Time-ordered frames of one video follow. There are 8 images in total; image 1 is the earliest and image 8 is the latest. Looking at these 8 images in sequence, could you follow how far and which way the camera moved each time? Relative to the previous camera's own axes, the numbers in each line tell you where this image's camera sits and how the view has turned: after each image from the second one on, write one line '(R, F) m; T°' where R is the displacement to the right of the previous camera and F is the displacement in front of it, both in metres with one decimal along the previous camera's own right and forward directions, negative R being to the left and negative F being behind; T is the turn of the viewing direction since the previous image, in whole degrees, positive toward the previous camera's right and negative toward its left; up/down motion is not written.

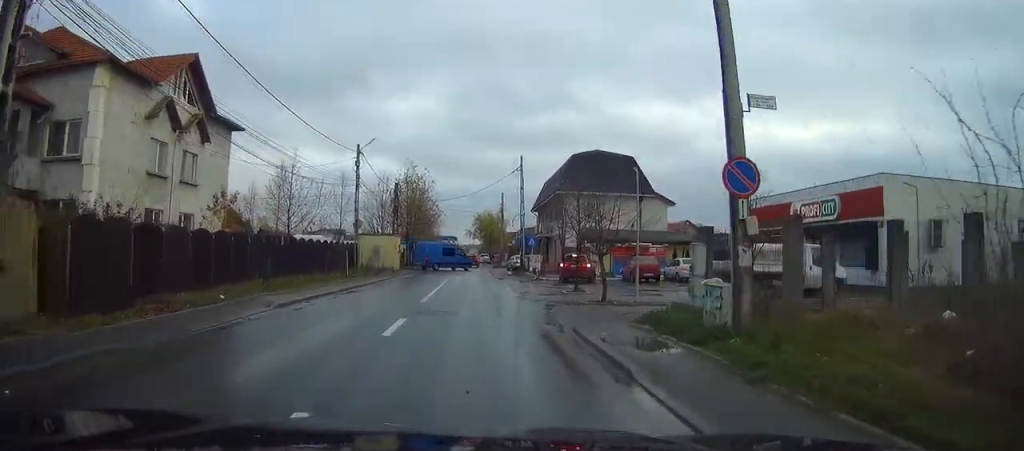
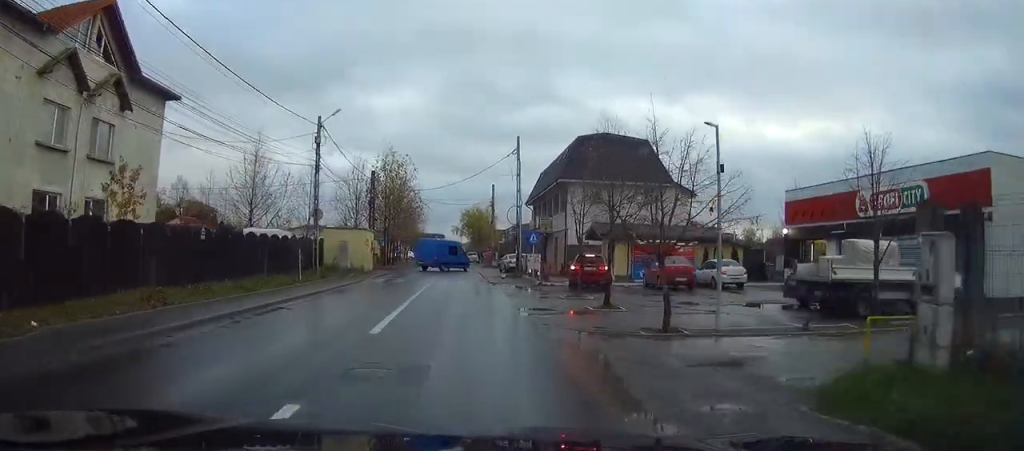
(+0.1, +8.8) m; 0°
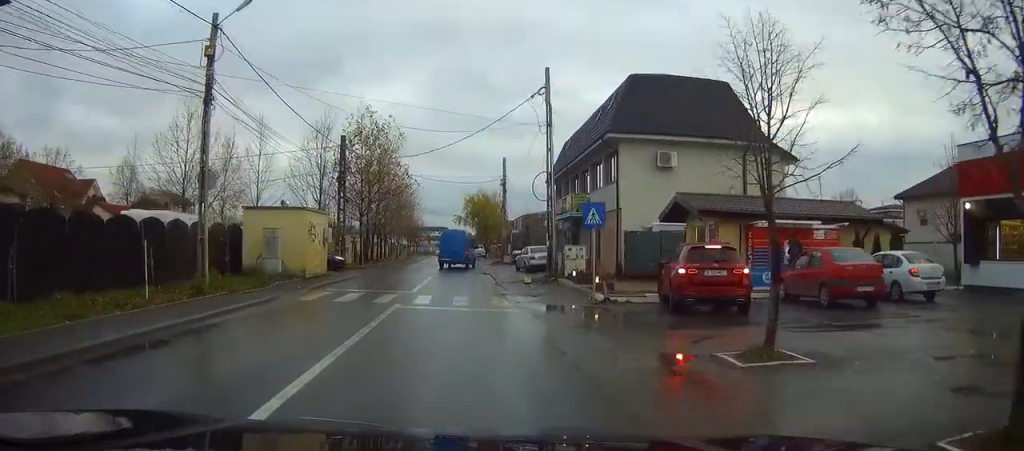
(0.0, +16.2) m; 0°
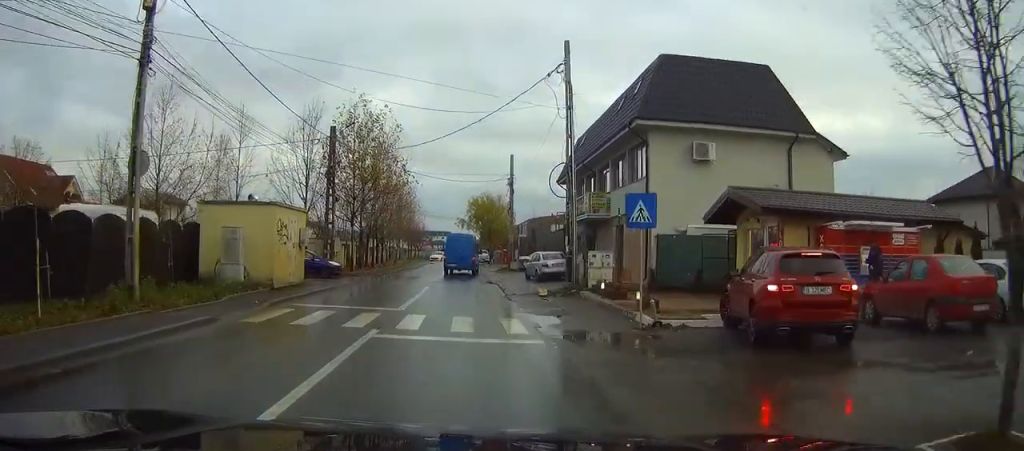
(0.0, +4.9) m; 0°
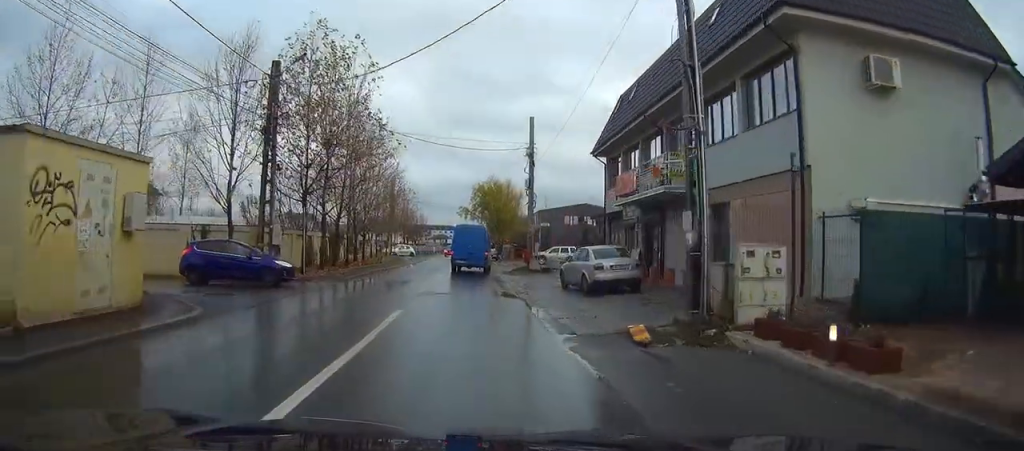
(0.0, +13.4) m; 0°
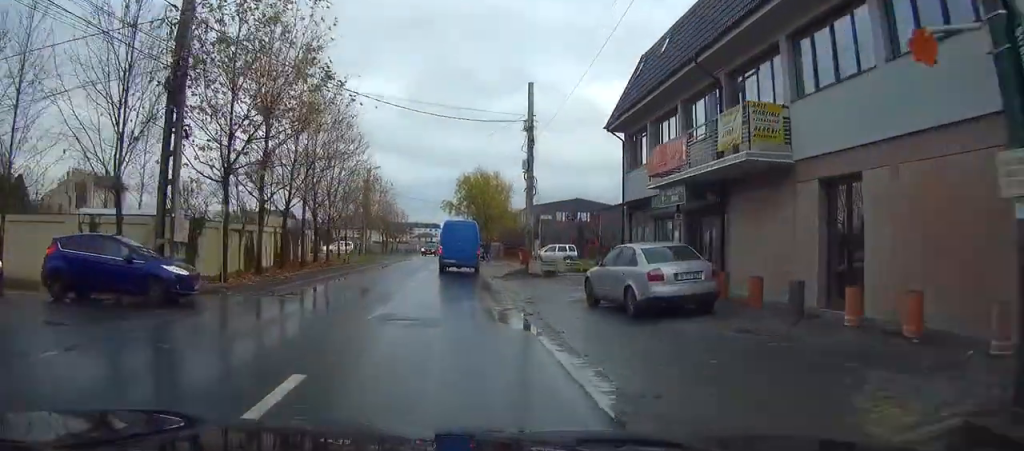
(+0.1, +8.1) m; 0°
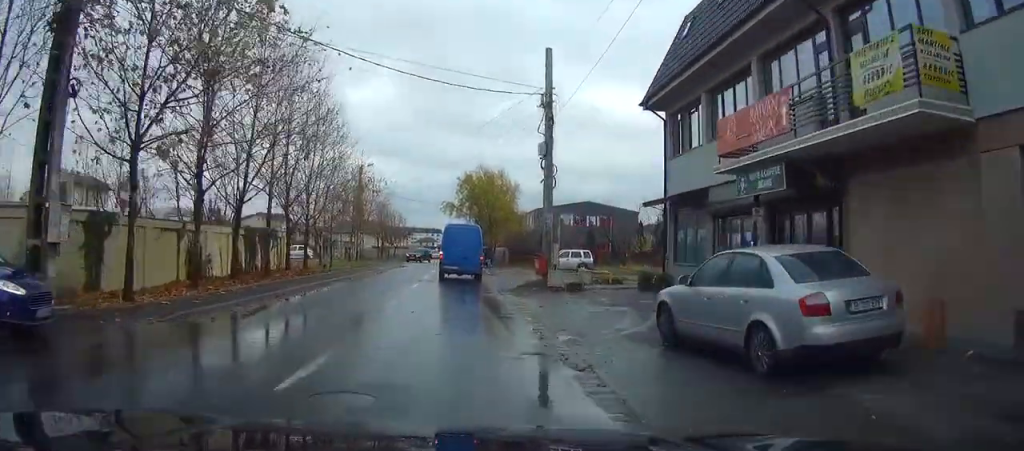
(0.0, +6.5) m; 0°
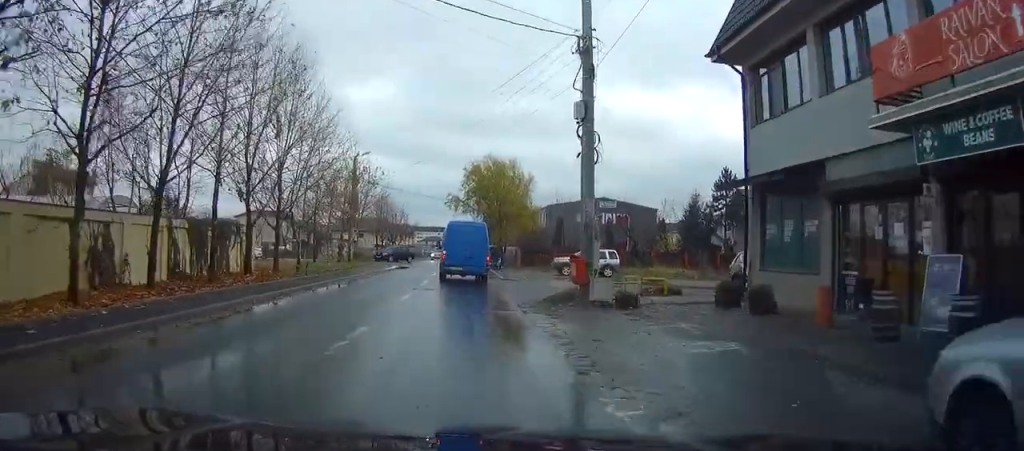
(0.0, +7.0) m; 0°
